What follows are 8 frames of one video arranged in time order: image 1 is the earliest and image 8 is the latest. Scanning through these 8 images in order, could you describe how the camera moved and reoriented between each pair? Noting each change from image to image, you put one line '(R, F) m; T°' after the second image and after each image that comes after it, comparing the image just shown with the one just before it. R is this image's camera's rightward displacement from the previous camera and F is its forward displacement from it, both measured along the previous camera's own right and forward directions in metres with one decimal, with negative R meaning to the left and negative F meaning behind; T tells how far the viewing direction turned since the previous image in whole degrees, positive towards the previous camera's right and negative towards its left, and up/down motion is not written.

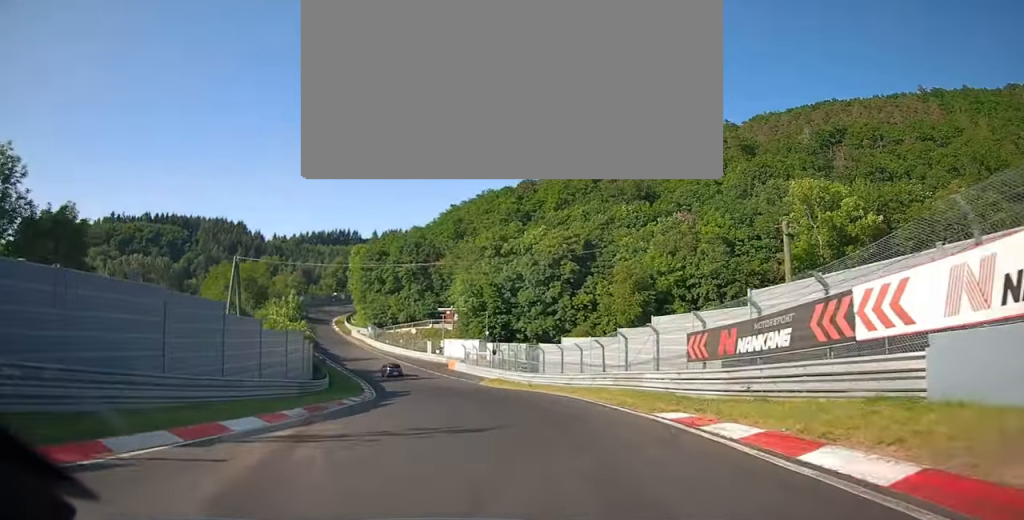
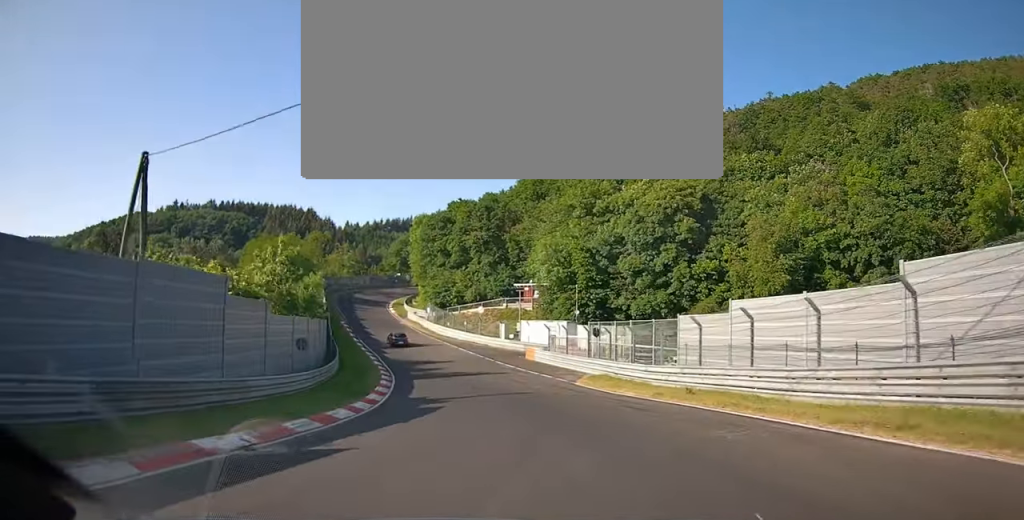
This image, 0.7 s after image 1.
(-0.8, +20.2) m; -8°
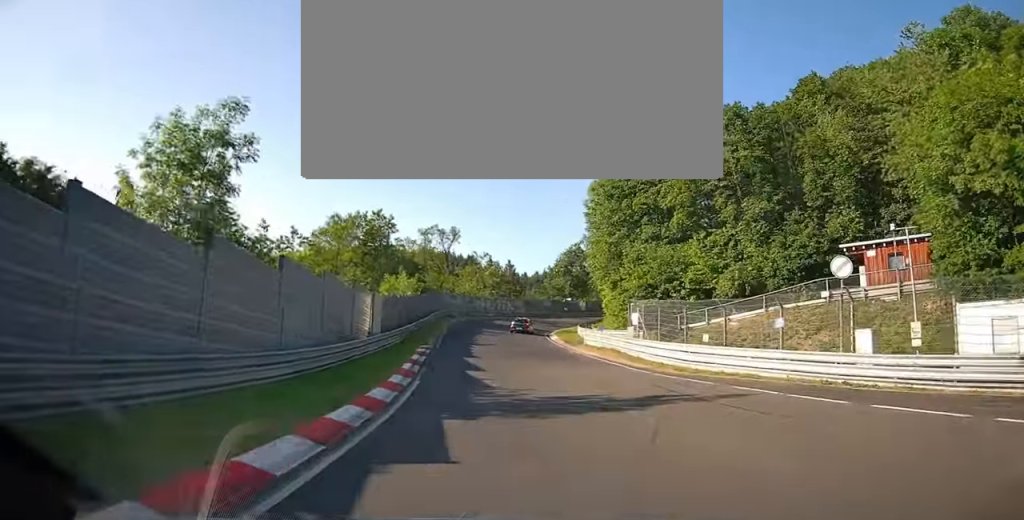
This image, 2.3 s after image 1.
(-4.5, +45.0) m; -5°
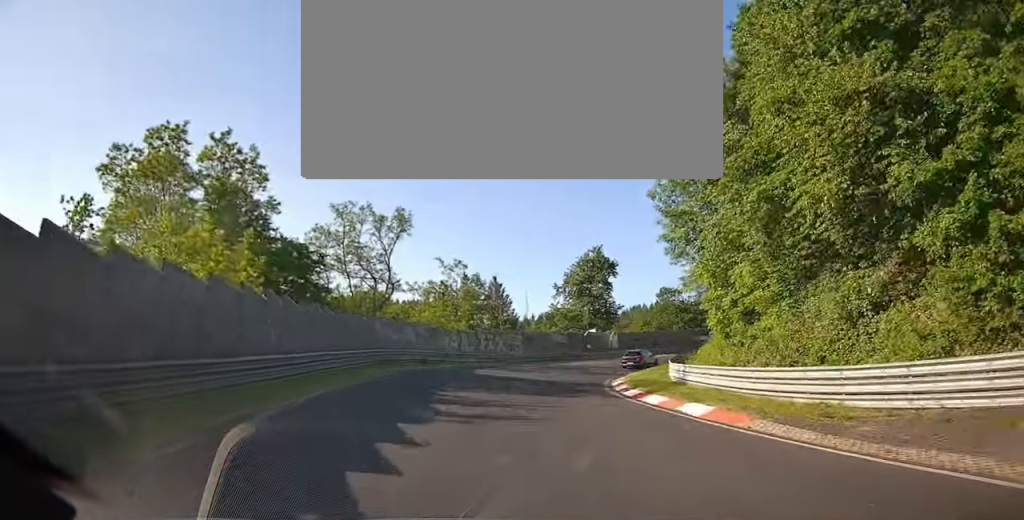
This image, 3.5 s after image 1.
(+0.8, +31.6) m; +9°
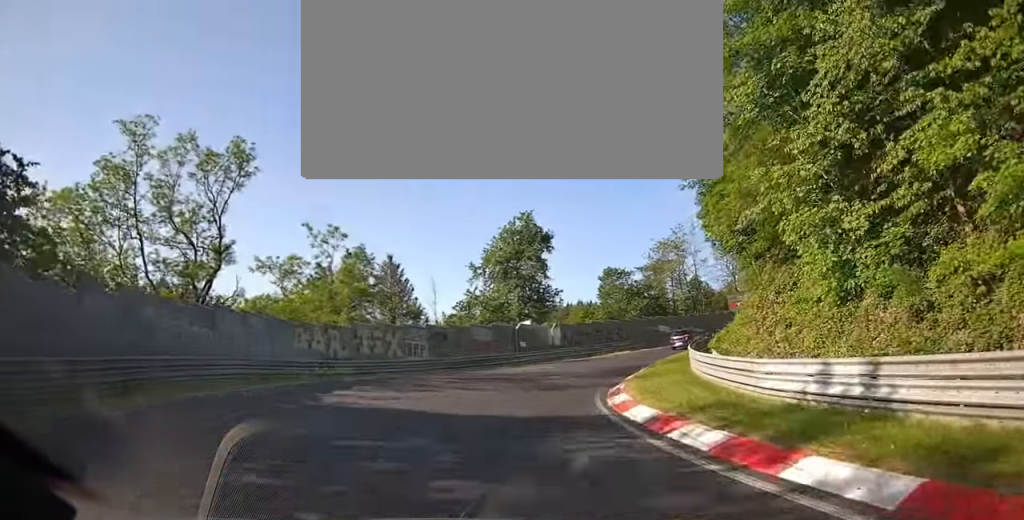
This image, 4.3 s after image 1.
(+1.9, +14.8) m; +13°
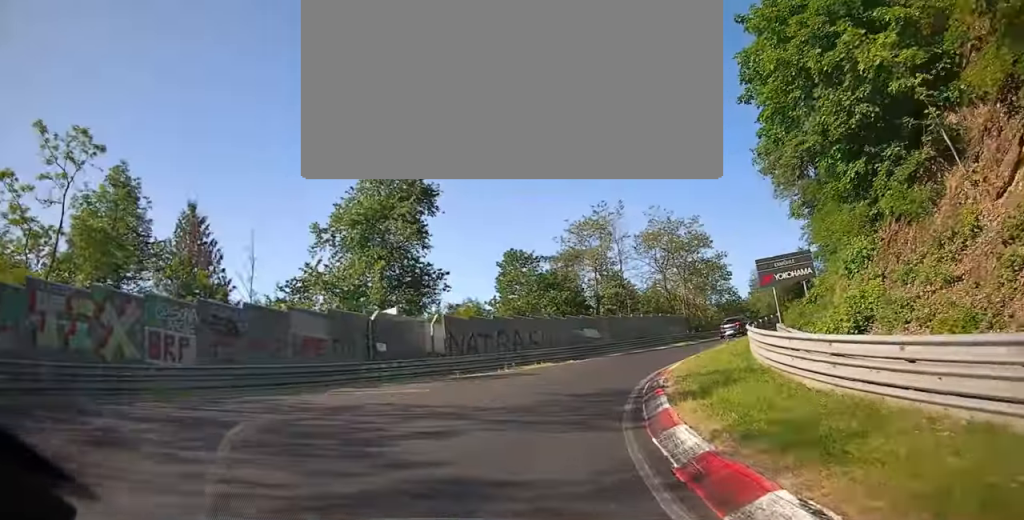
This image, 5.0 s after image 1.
(+2.2, +15.4) m; +15°
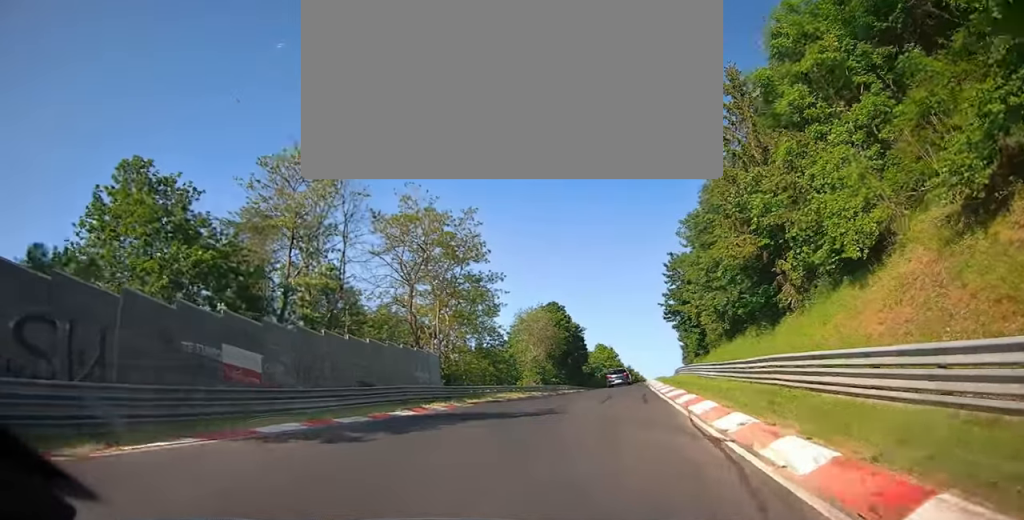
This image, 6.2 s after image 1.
(+4.8, +23.7) m; +19°
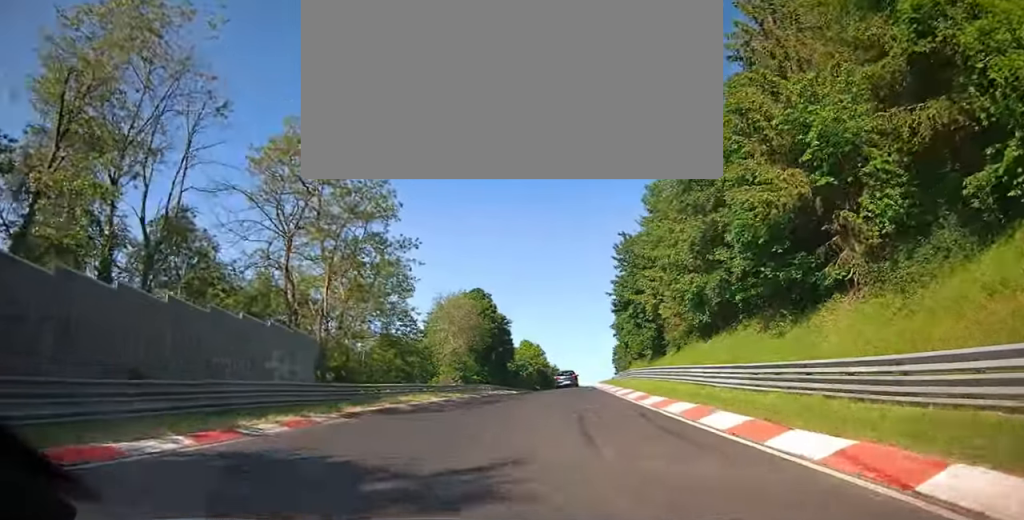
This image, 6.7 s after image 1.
(+0.4, +11.1) m; +5°
